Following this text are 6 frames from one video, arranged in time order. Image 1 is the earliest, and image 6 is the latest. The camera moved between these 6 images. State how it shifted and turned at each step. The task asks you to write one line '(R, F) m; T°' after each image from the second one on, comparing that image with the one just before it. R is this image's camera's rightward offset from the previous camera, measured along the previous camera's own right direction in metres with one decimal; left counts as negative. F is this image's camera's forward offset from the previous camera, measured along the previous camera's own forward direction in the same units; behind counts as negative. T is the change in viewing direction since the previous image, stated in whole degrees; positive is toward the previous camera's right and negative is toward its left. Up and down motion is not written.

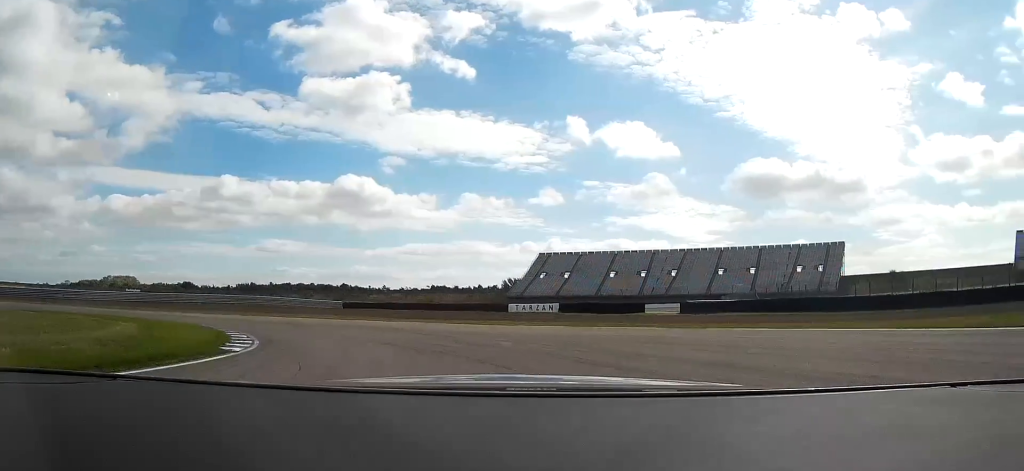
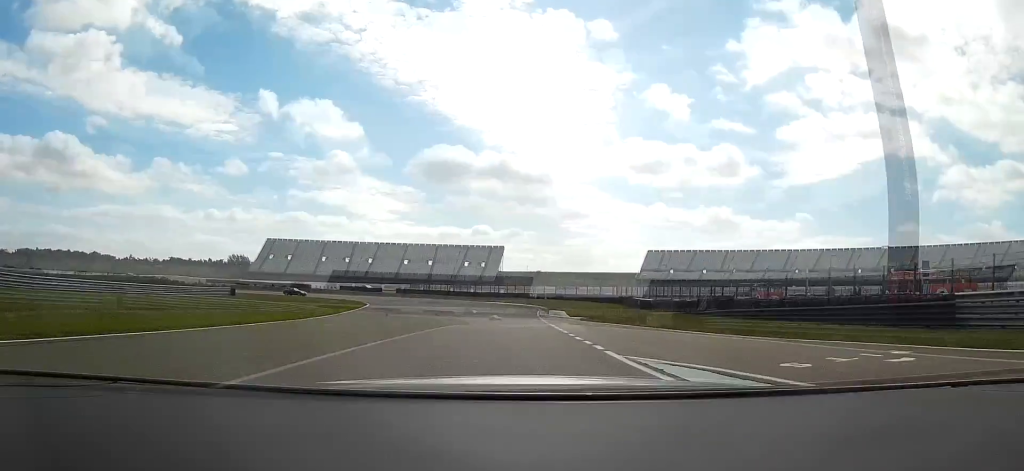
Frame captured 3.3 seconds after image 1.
(+39.2, +99.0) m; +31°
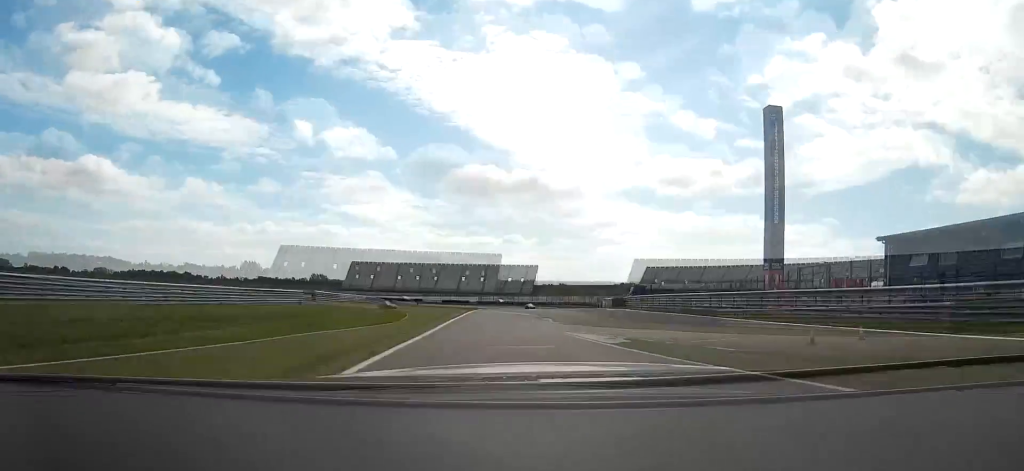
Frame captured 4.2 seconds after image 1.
(-3.9, +38.4) m; -7°
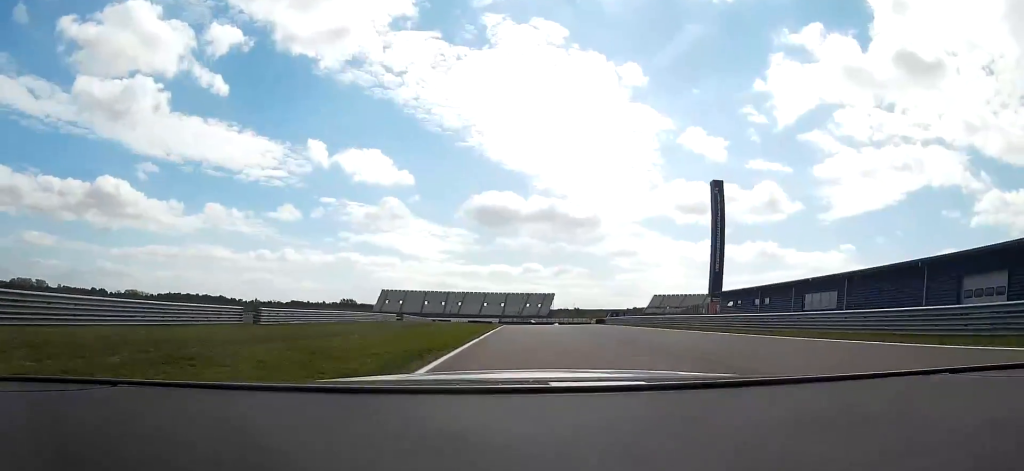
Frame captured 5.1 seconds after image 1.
(-1.0, +41.4) m; -2°
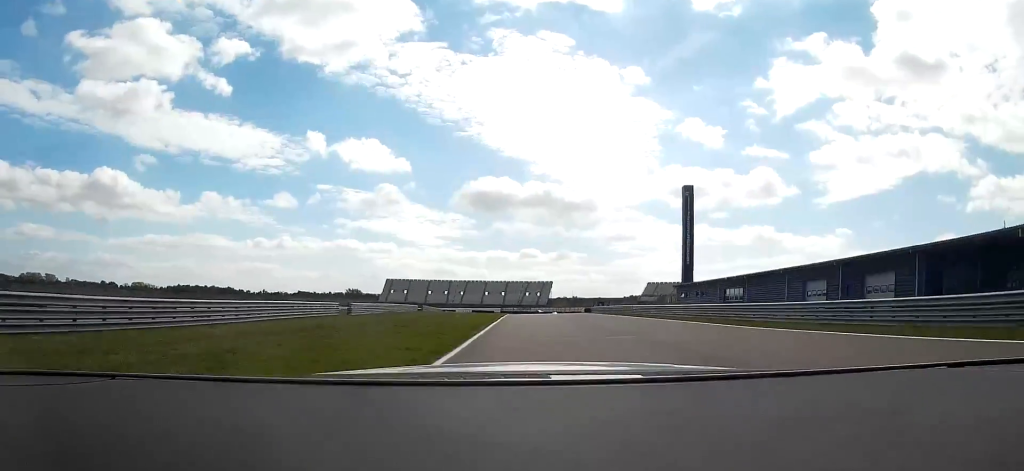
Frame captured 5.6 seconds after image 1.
(-0.4, +22.2) m; -1°
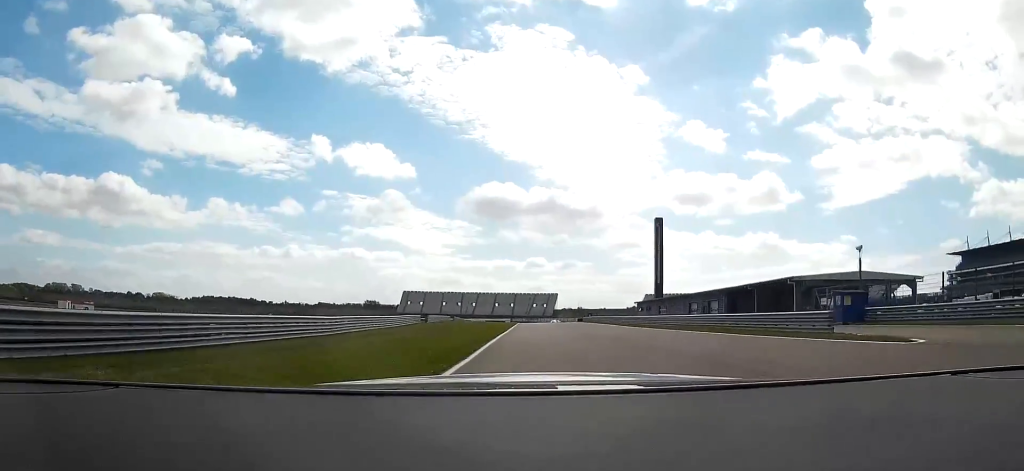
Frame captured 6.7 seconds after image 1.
(-0.7, +43.1) m; -1°
